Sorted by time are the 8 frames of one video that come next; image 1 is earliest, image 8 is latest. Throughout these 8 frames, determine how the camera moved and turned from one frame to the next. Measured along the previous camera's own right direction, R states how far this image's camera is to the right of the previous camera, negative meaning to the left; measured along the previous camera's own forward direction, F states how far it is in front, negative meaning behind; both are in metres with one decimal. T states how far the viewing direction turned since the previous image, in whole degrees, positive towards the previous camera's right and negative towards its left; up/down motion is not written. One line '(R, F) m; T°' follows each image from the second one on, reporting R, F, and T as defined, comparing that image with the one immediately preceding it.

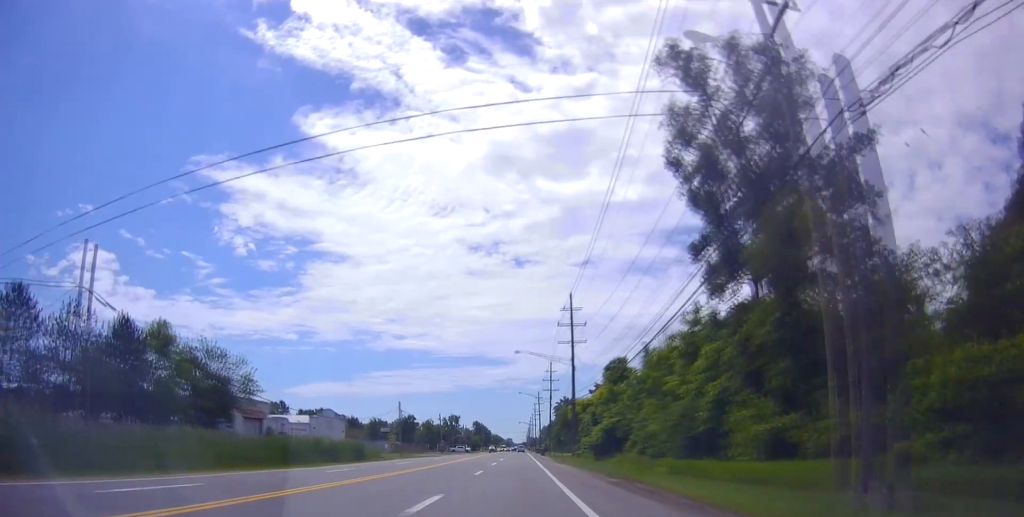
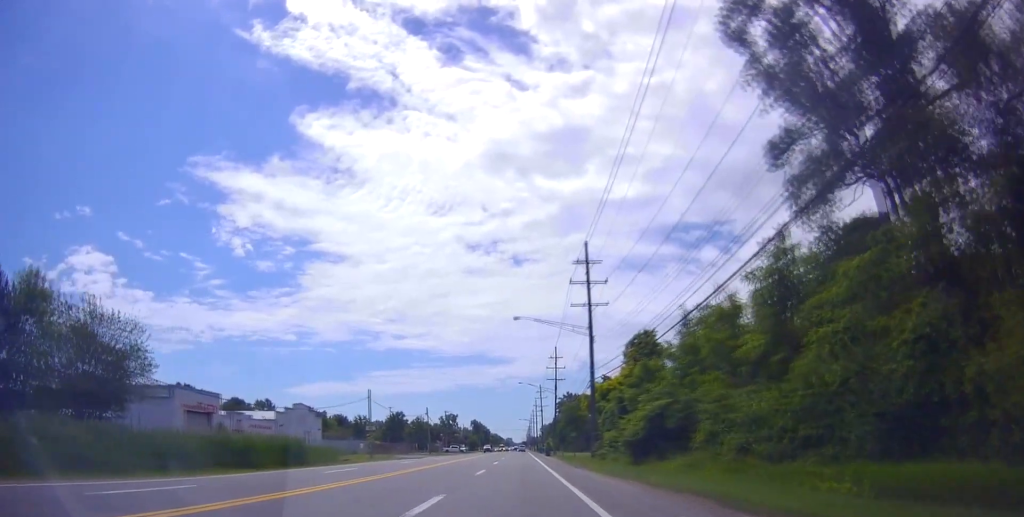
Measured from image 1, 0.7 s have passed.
(+0.2, +16.2) m; -1°
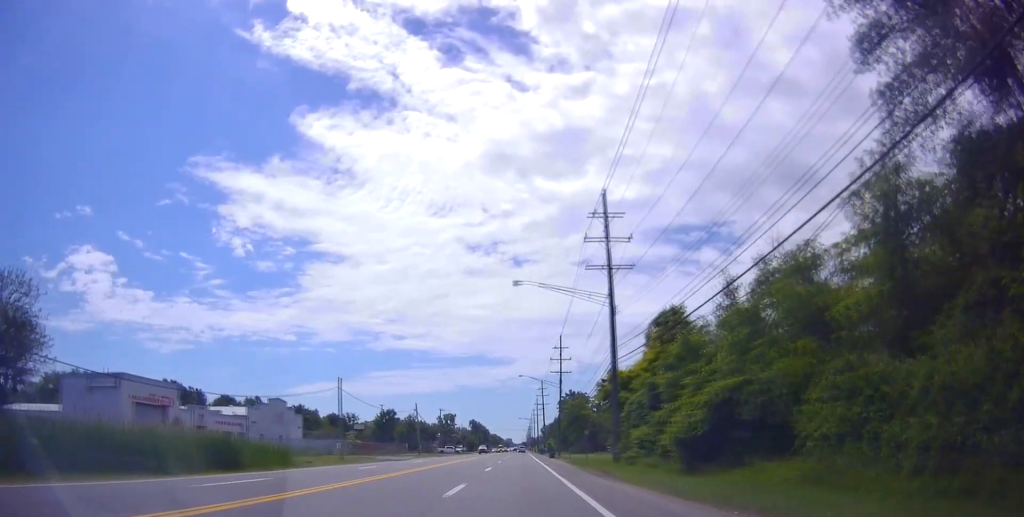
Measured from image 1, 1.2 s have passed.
(+0.2, +10.8) m; -1°
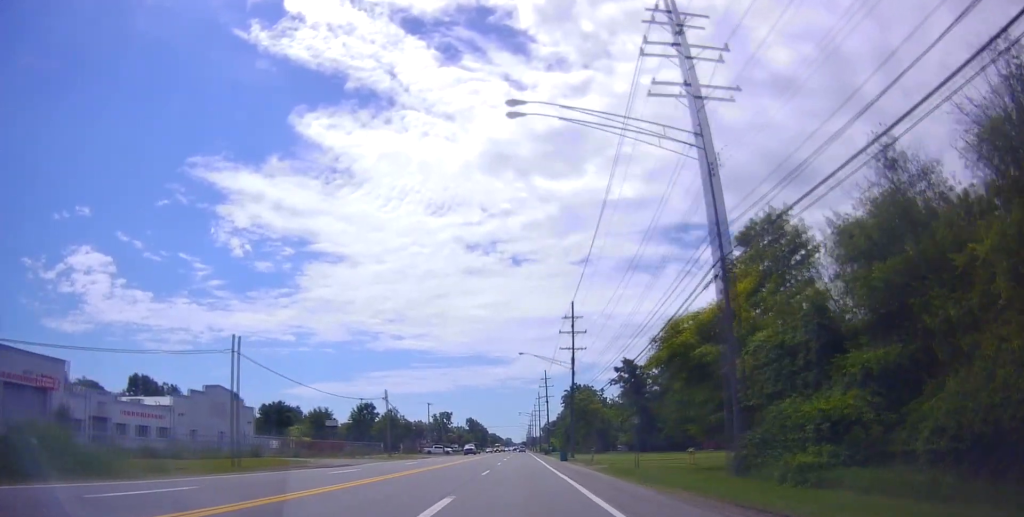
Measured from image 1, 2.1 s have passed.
(-0.7, +20.7) m; -2°
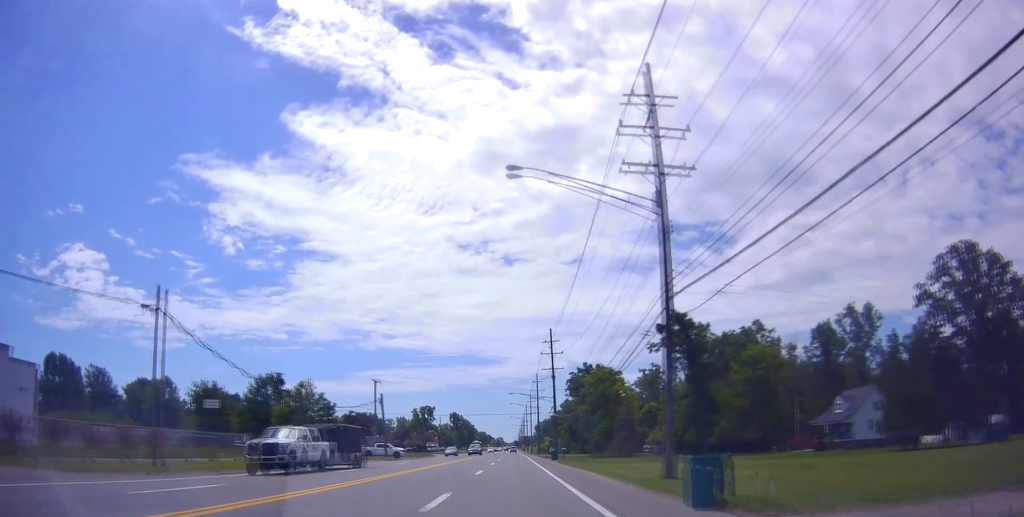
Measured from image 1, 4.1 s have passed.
(+1.5, +45.7) m; +4°
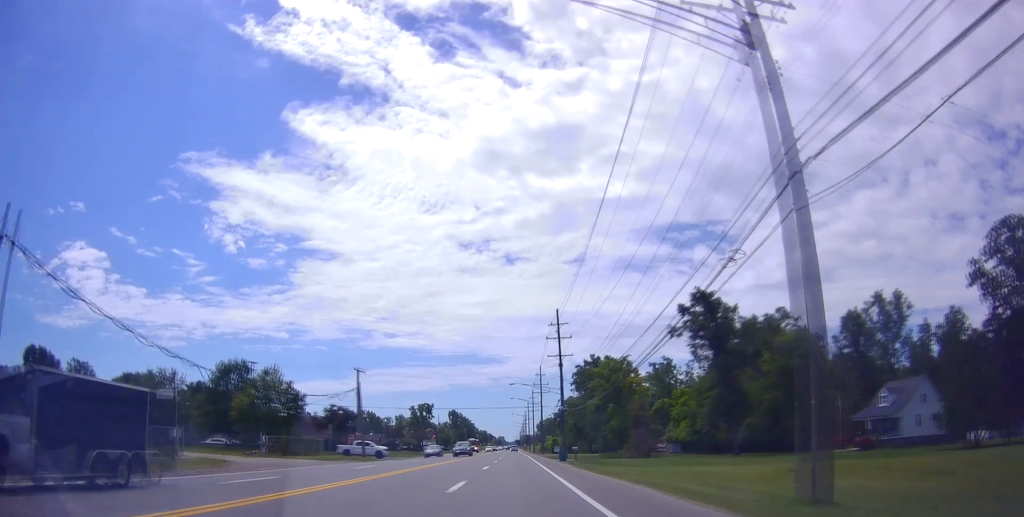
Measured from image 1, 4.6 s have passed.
(0.0, +11.0) m; -1°
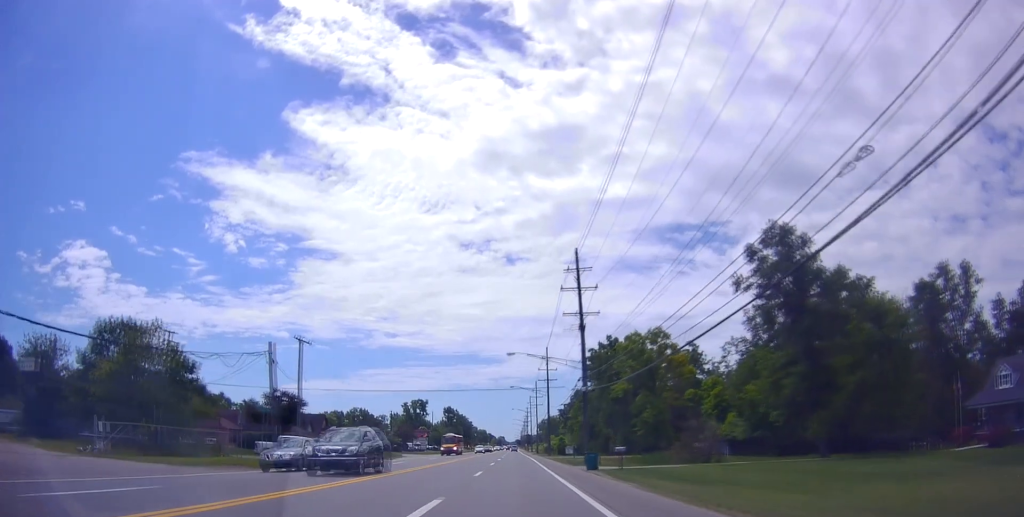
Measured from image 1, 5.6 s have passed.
(-0.2, +22.5) m; -1°
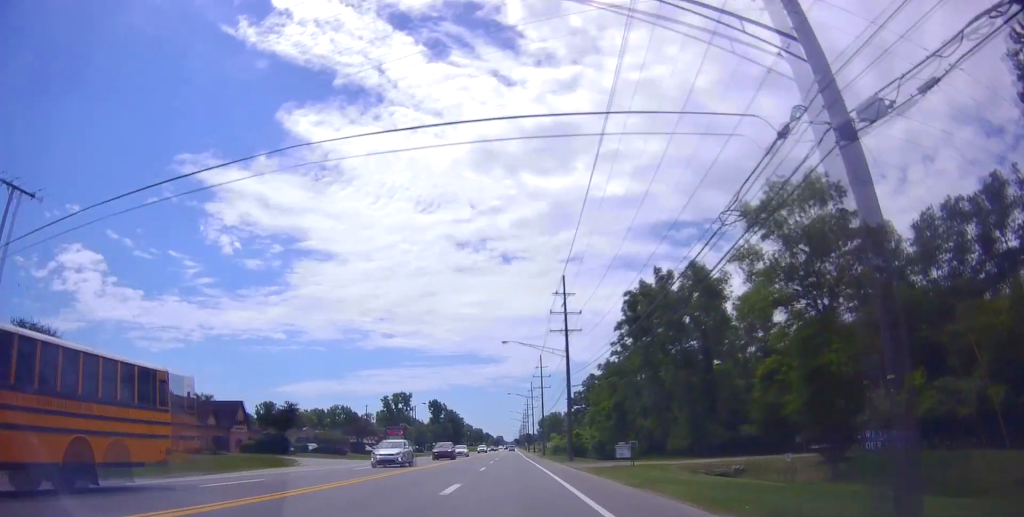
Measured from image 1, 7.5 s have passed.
(+0.4, +40.5) m; +1°
